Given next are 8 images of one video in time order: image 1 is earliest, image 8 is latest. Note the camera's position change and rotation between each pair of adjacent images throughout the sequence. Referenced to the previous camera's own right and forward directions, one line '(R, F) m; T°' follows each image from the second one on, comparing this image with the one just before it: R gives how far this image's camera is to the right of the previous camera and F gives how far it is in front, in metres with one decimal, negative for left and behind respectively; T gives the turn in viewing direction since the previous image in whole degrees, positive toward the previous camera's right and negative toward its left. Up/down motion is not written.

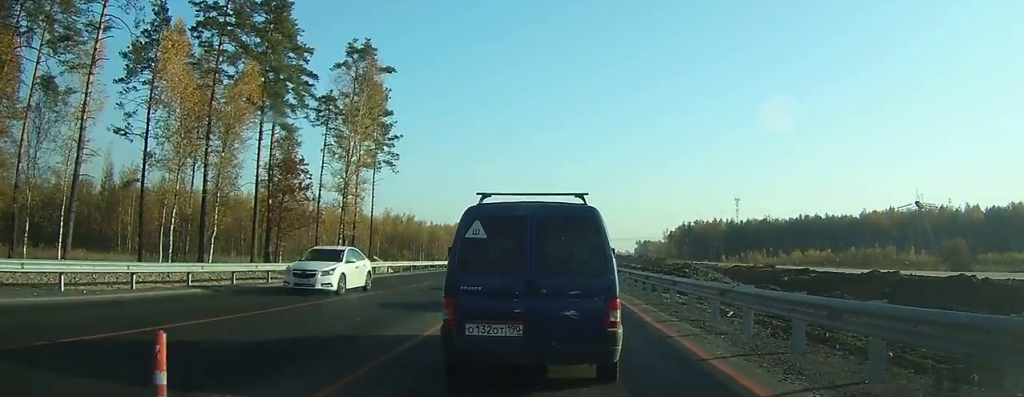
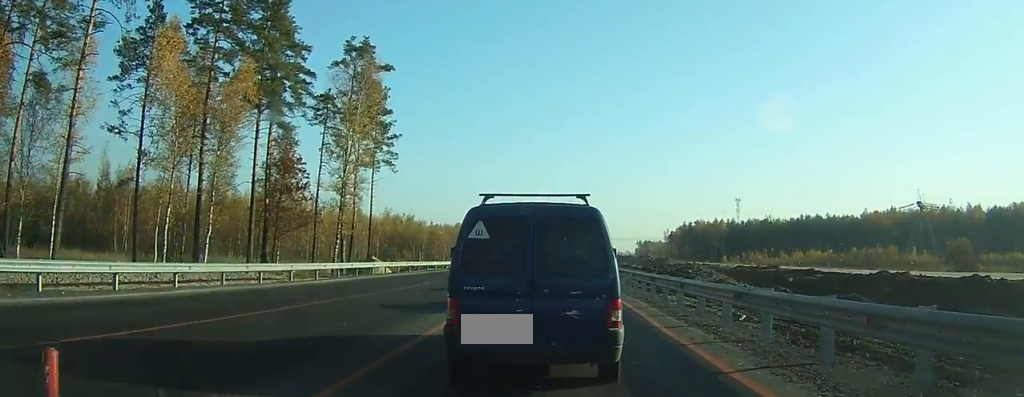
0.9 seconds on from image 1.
(0.0, +1.3) m; -1°
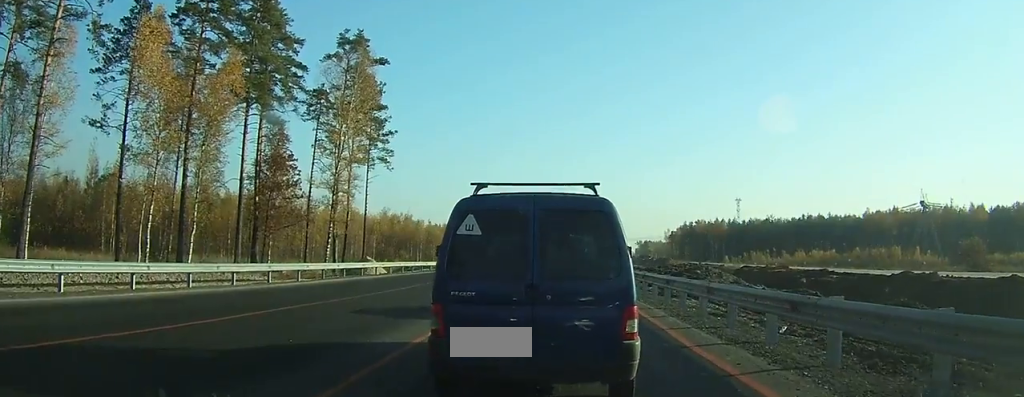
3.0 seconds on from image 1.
(-0.1, +2.3) m; -3°
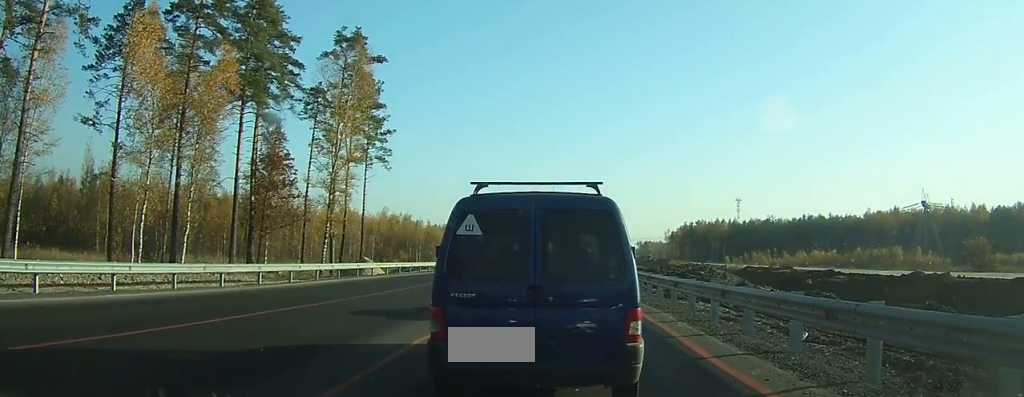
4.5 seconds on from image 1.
(0.0, +1.1) m; 0°
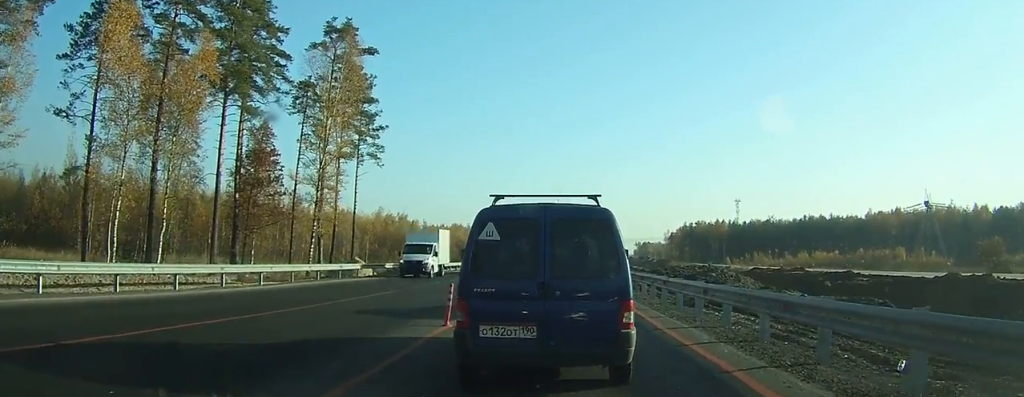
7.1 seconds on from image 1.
(+0.1, +1.8) m; +6°
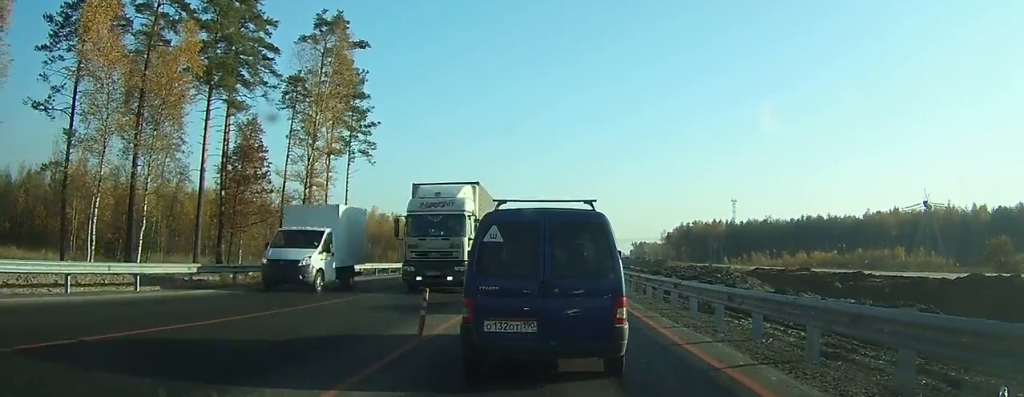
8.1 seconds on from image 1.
(0.0, +0.9) m; +1°
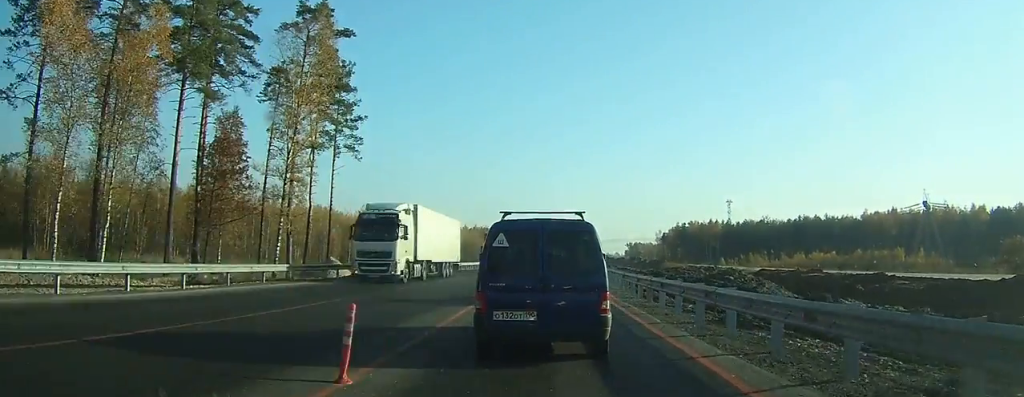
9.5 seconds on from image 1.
(0.0, +2.3) m; 0°
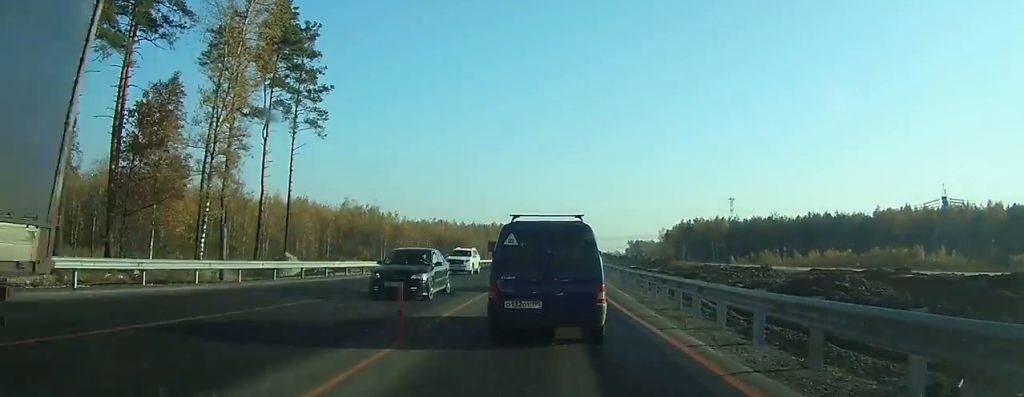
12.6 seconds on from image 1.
(+0.1, +8.2) m; +1°
